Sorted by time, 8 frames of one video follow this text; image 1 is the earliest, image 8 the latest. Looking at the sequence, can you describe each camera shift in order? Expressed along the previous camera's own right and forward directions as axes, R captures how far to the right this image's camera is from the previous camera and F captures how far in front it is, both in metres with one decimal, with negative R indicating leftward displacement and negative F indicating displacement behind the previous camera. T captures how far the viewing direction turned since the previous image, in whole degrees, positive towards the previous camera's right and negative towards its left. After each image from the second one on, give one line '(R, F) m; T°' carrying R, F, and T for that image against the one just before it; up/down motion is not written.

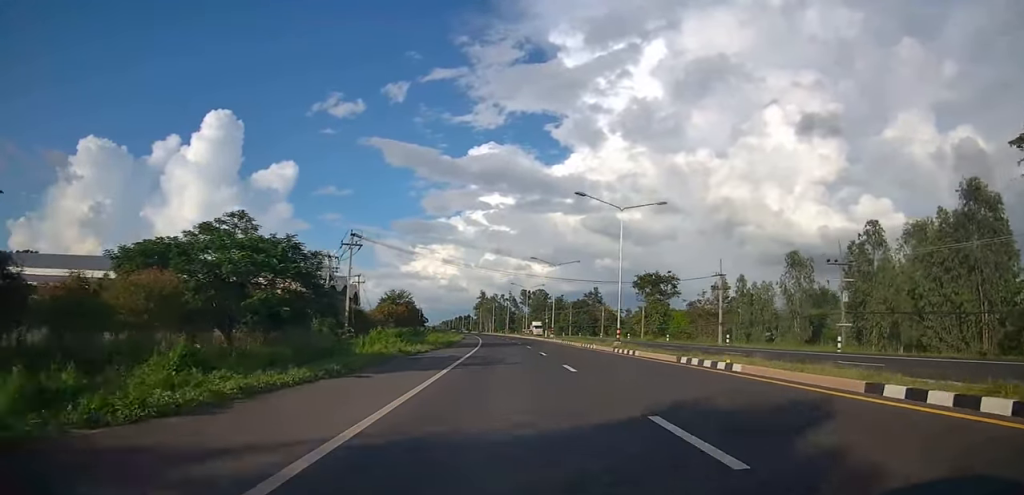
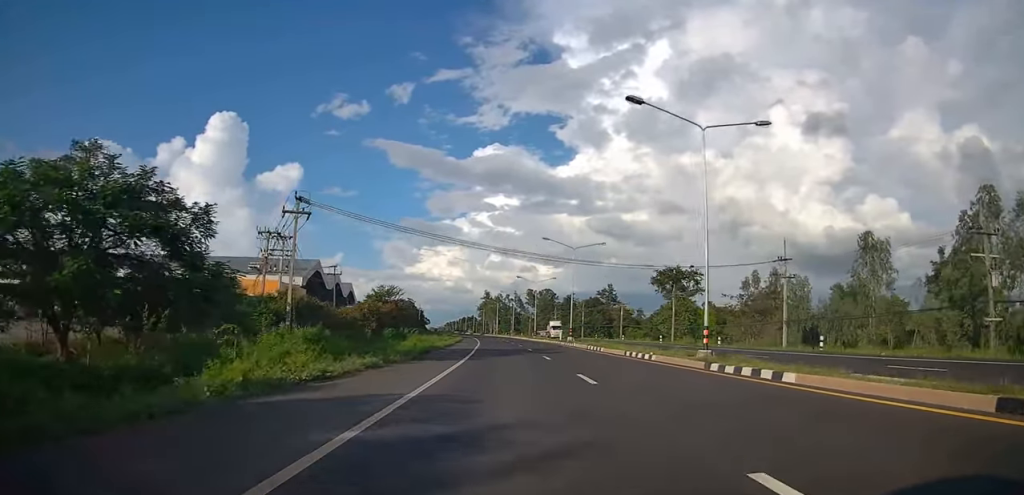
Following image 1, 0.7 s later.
(+0.4, +15.4) m; 0°
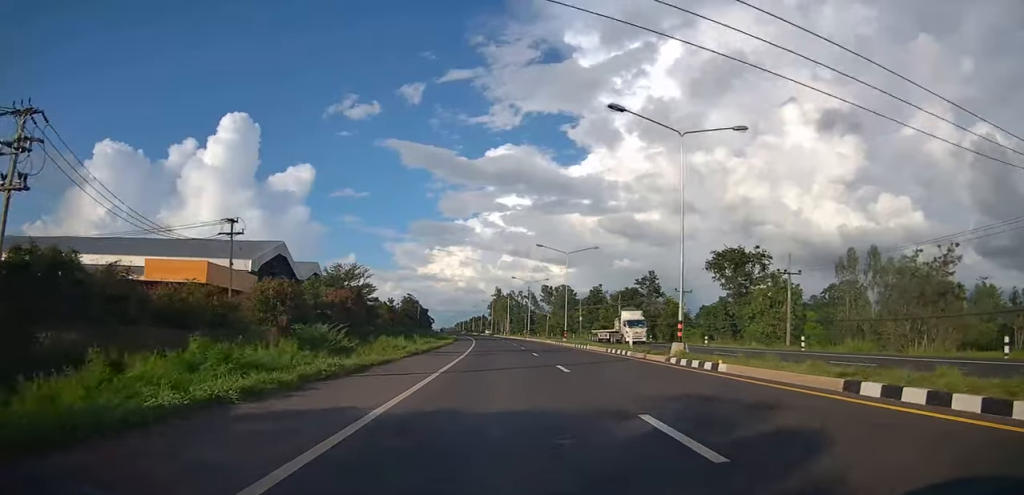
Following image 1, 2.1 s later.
(-0.5, +32.4) m; 0°
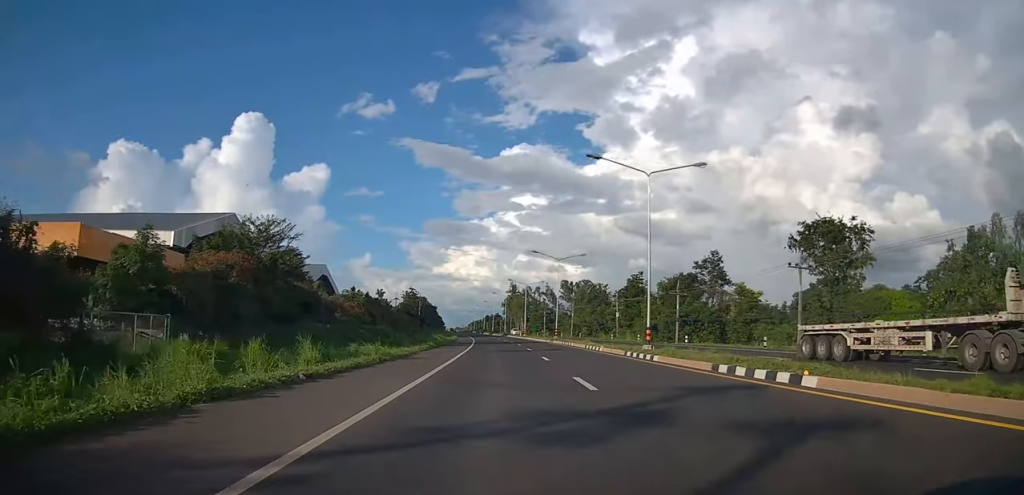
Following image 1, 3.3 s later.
(-0.1, +29.2) m; -2°
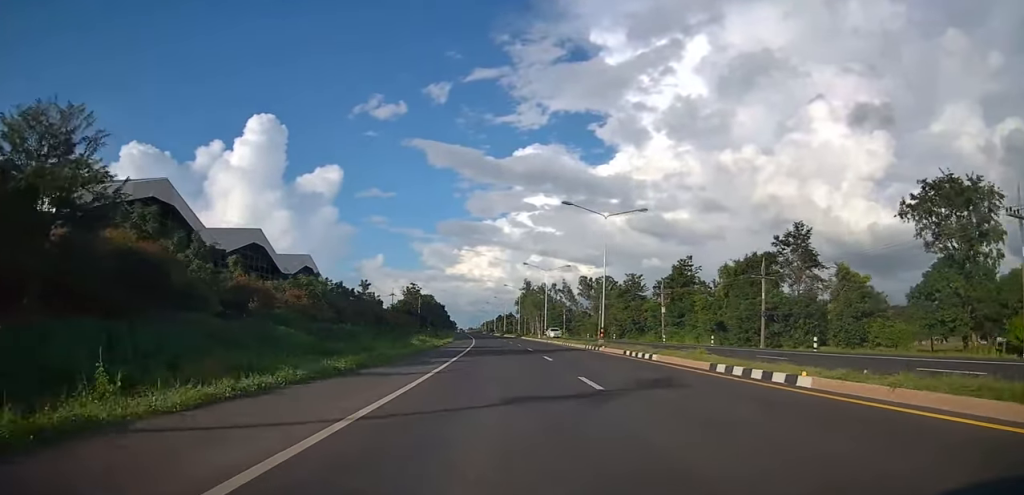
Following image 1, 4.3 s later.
(-0.3, +23.8) m; -2°
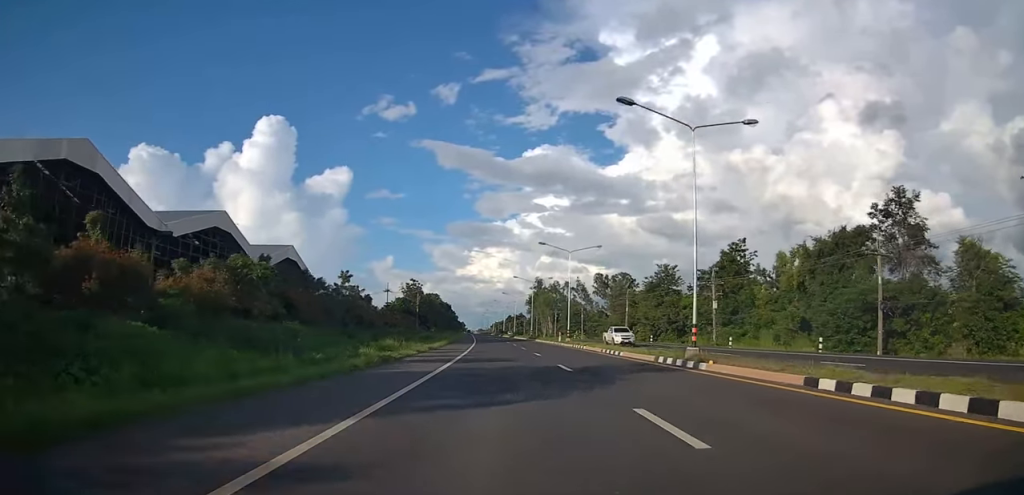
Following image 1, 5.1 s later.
(-0.3, +18.0) m; -1°
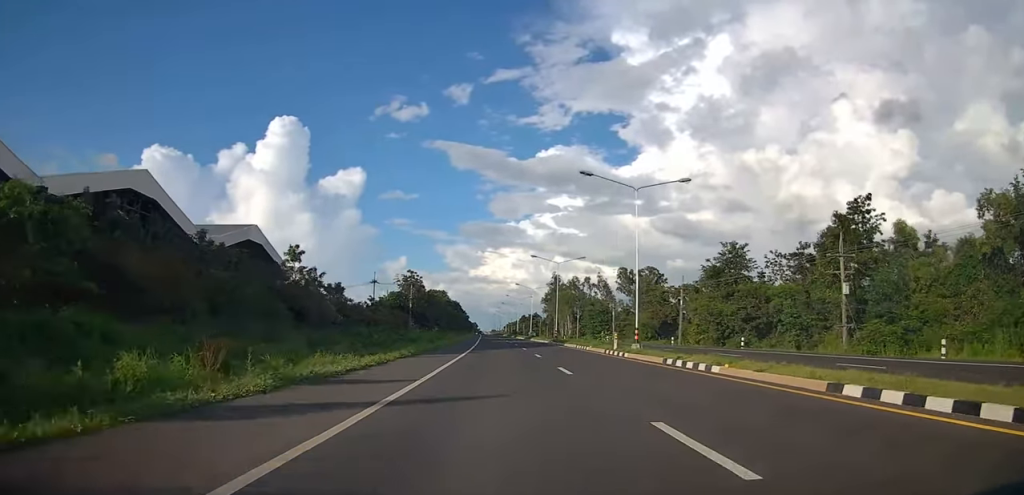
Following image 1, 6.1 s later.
(-0.3, +25.0) m; -1°
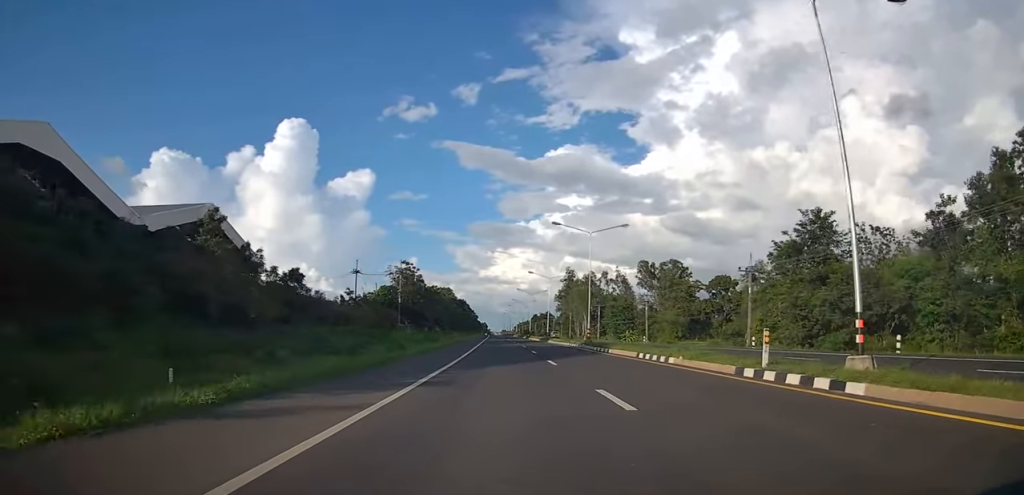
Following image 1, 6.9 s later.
(+0.2, +19.3) m; -1°
